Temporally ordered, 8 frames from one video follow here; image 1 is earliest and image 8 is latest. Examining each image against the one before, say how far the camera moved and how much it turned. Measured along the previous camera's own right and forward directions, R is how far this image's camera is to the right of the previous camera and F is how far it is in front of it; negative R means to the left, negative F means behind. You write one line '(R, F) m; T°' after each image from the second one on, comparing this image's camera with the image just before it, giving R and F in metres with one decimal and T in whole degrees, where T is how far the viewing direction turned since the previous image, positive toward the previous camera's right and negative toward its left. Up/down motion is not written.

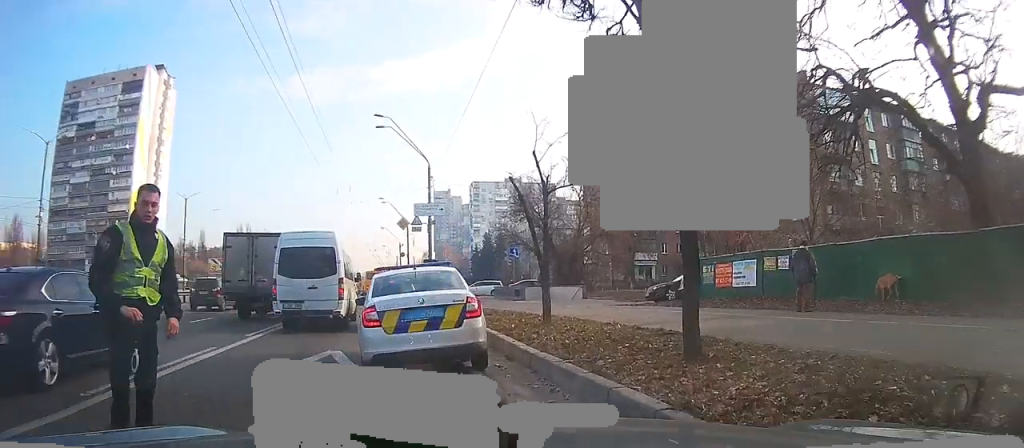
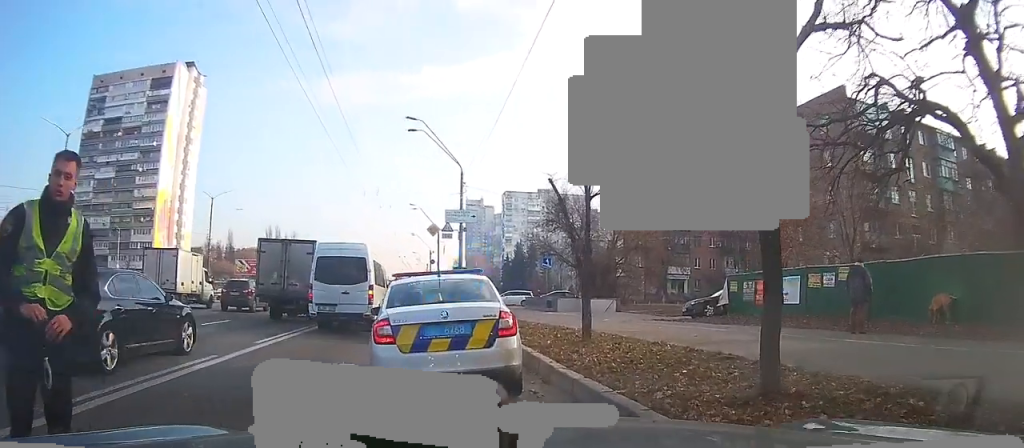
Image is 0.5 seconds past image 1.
(0.0, +1.6) m; -3°
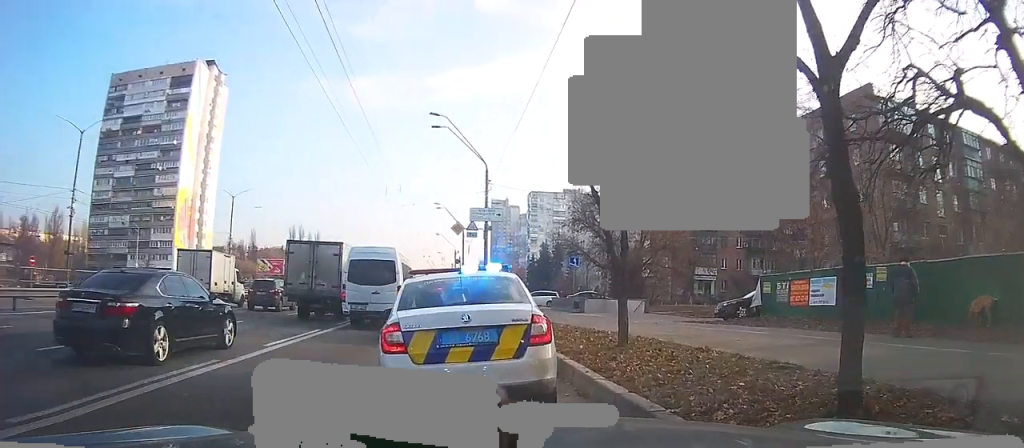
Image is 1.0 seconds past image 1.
(0.0, +1.0) m; -1°
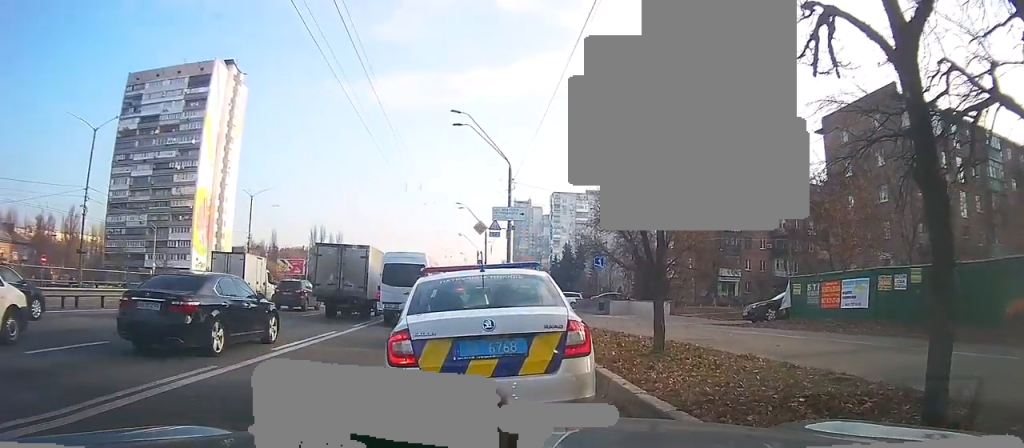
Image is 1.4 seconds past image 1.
(-0.1, +0.9) m; 0°
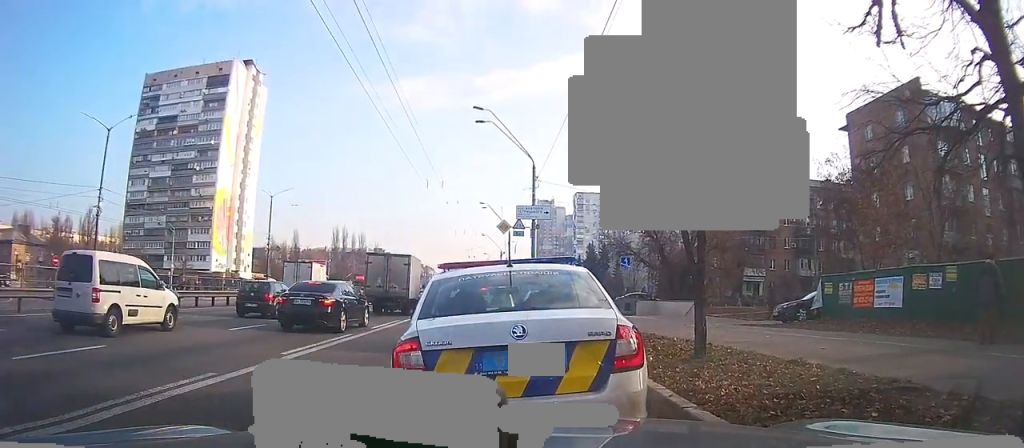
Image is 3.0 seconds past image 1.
(-0.1, +0.5) m; 0°
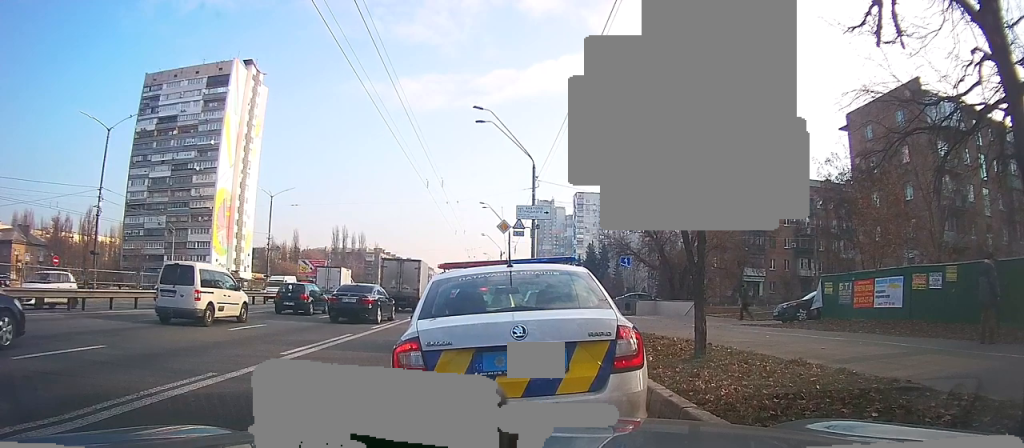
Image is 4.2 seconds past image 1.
(0.0, 0.0) m; 0°
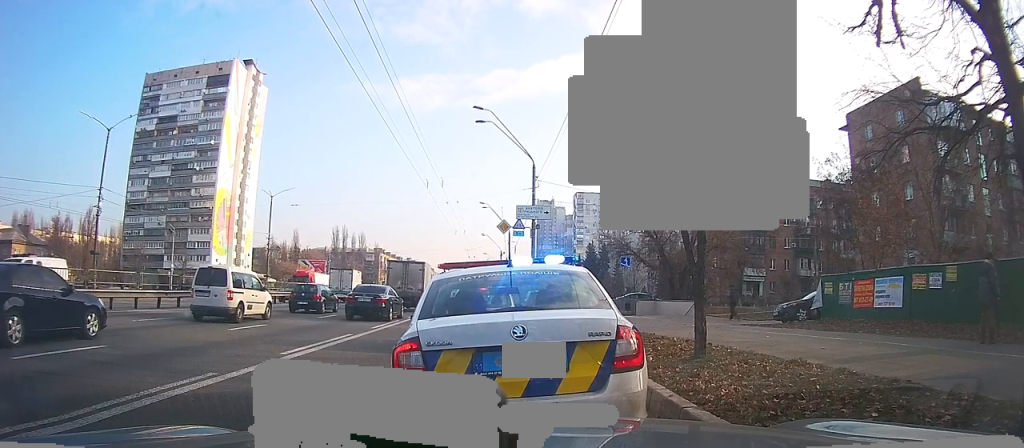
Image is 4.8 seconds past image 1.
(0.0, 0.0) m; 0°
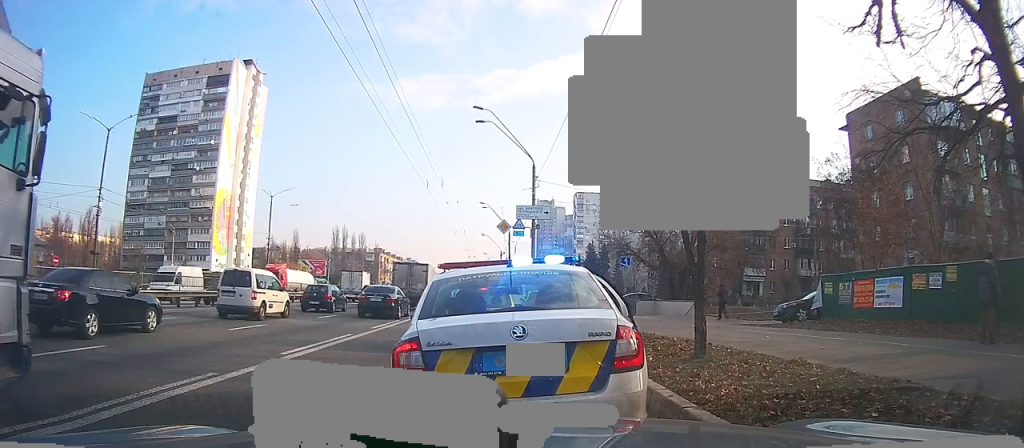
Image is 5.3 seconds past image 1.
(0.0, 0.0) m; 0°
